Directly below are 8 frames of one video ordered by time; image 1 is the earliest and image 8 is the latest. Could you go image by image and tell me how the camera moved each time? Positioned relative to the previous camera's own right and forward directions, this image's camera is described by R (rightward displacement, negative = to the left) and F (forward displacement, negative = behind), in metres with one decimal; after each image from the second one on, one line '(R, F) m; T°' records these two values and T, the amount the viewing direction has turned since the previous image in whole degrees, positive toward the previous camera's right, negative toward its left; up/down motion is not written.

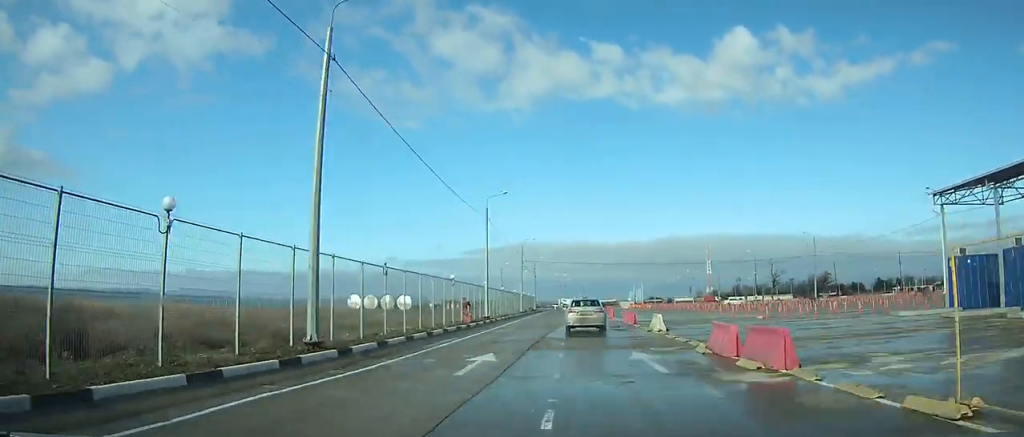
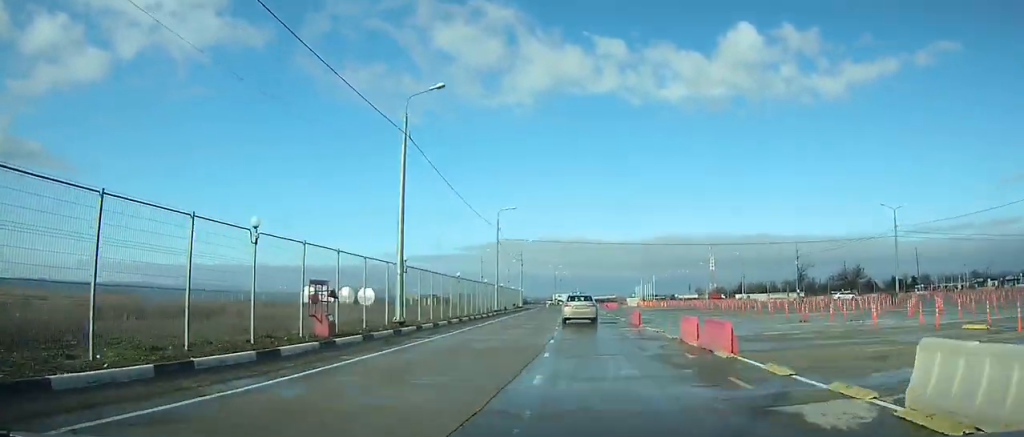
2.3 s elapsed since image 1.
(+0.1, +21.9) m; 0°
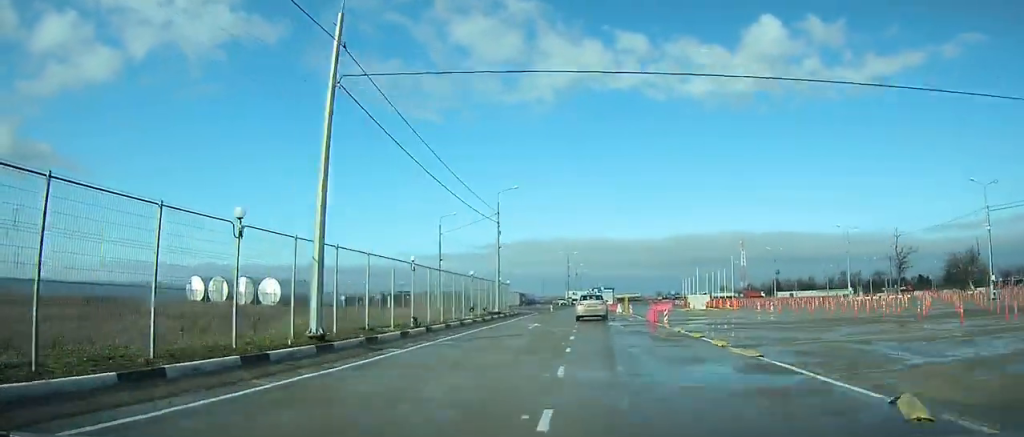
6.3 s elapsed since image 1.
(-0.5, +37.4) m; -2°
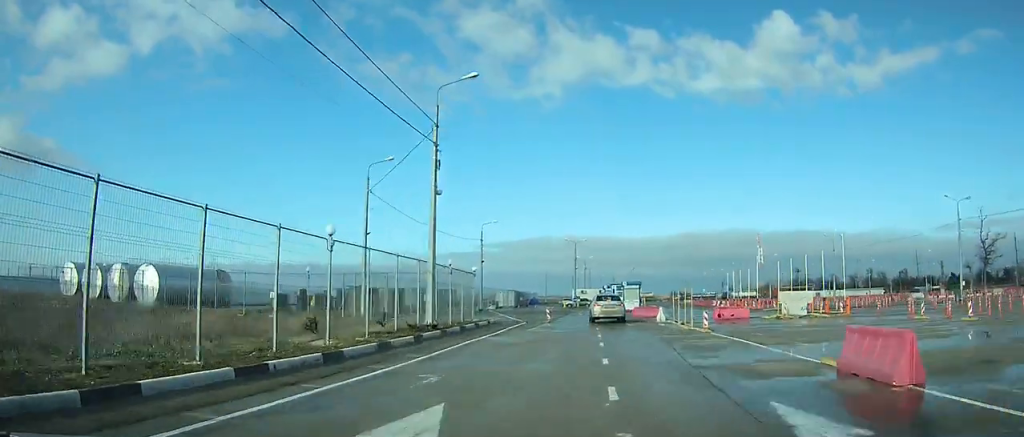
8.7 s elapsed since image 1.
(-0.1, +20.0) m; 0°
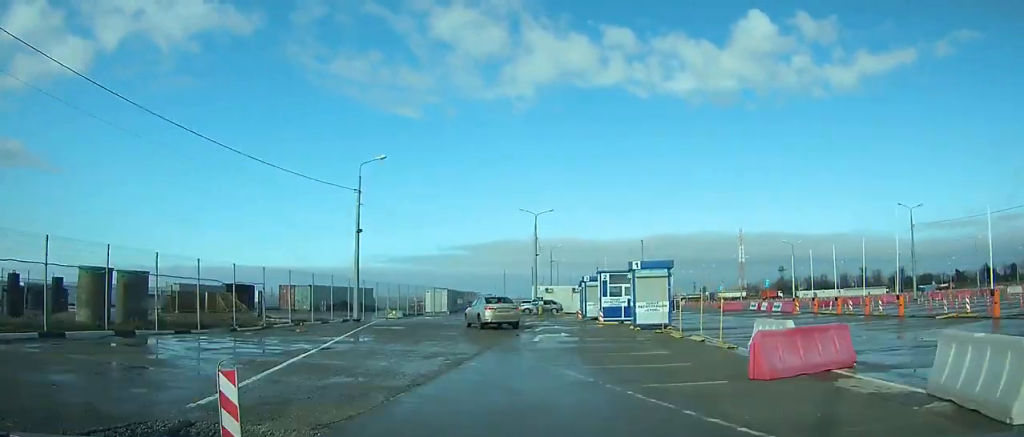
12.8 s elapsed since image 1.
(+0.1, +28.1) m; -5°
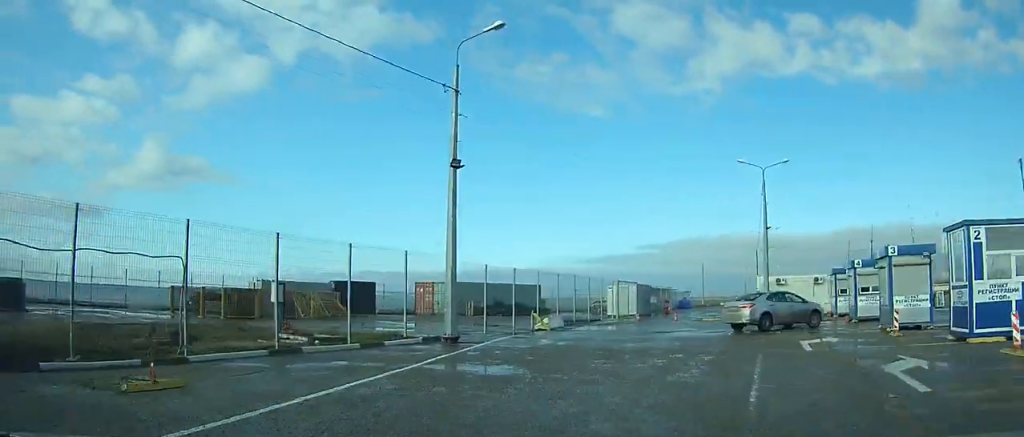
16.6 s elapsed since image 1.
(-2.4, +18.3) m; -12°
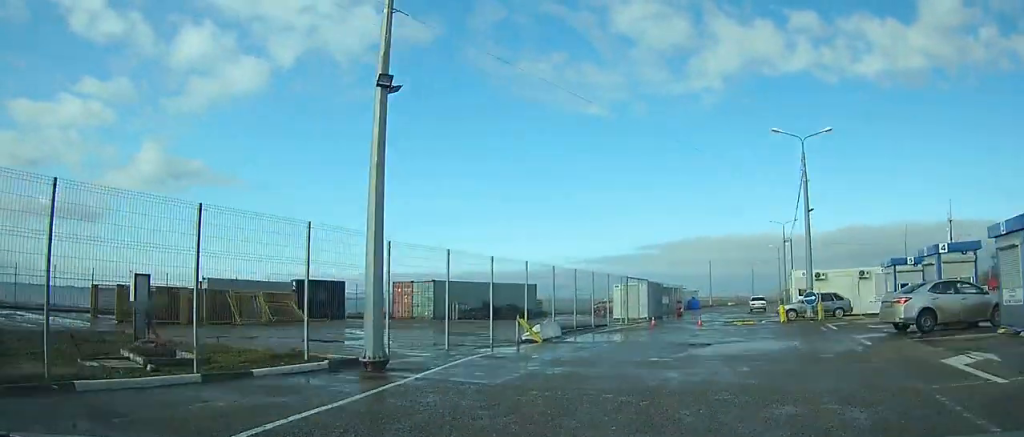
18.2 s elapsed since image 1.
(-0.7, +5.9) m; +5°
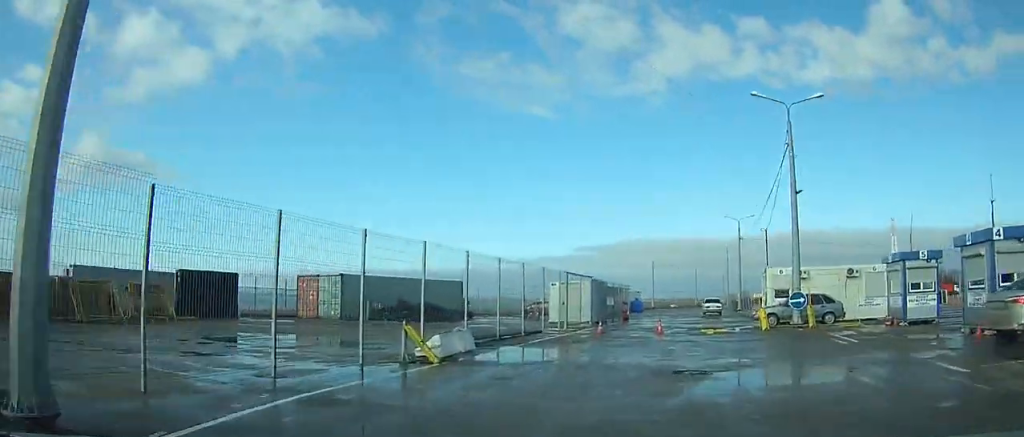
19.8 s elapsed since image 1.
(-0.1, +5.2) m; +8°
